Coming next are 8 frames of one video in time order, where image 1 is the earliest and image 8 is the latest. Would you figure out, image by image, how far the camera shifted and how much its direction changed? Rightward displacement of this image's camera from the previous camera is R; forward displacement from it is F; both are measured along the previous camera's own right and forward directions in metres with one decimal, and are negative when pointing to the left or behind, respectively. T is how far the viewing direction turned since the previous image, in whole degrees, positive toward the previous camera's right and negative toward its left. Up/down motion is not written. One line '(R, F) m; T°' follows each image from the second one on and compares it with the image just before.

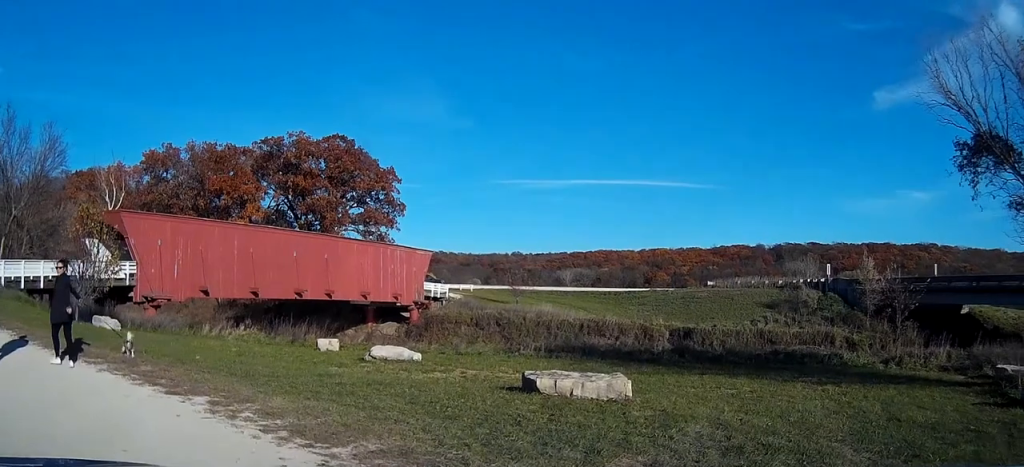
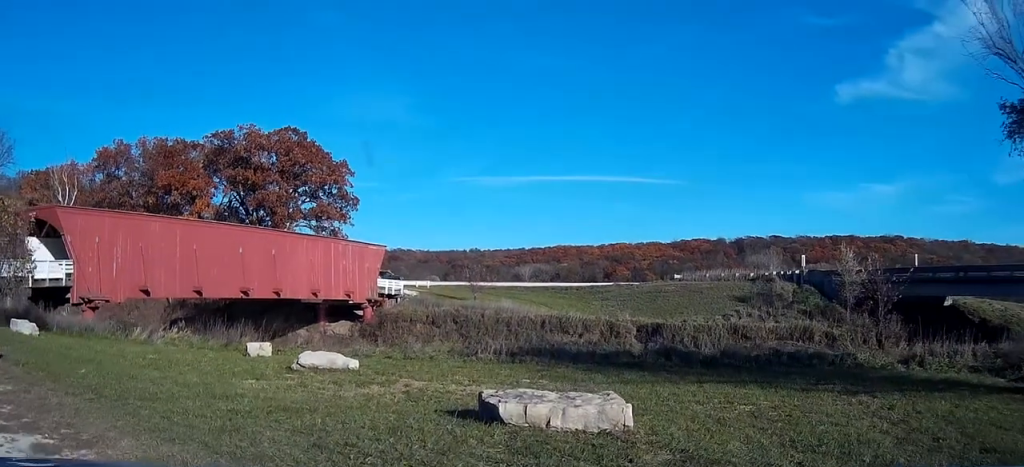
(0.0, +3.0) m; +3°
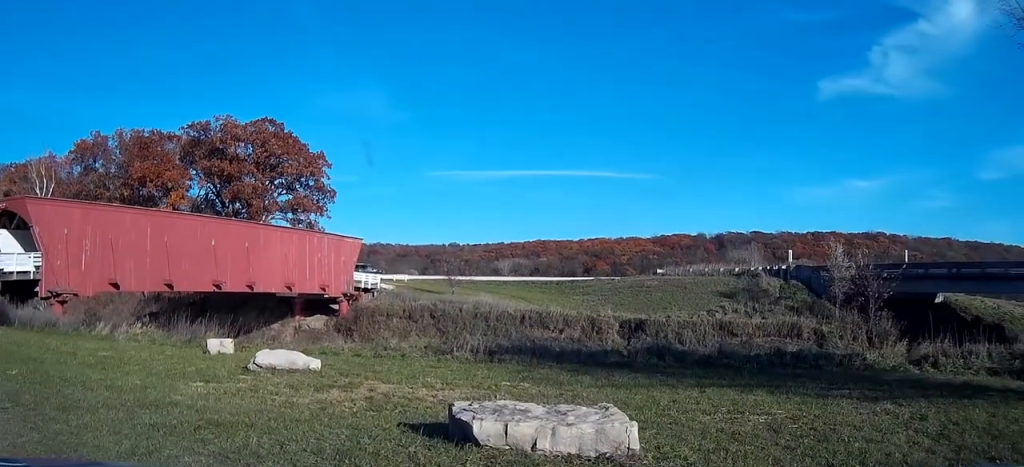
(+0.1, +1.3) m; +1°
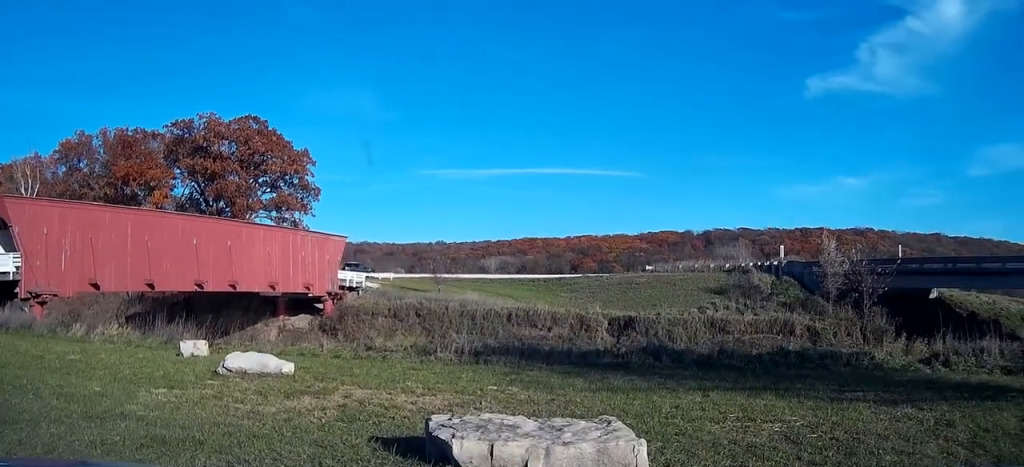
(+0.1, +1.0) m; 0°
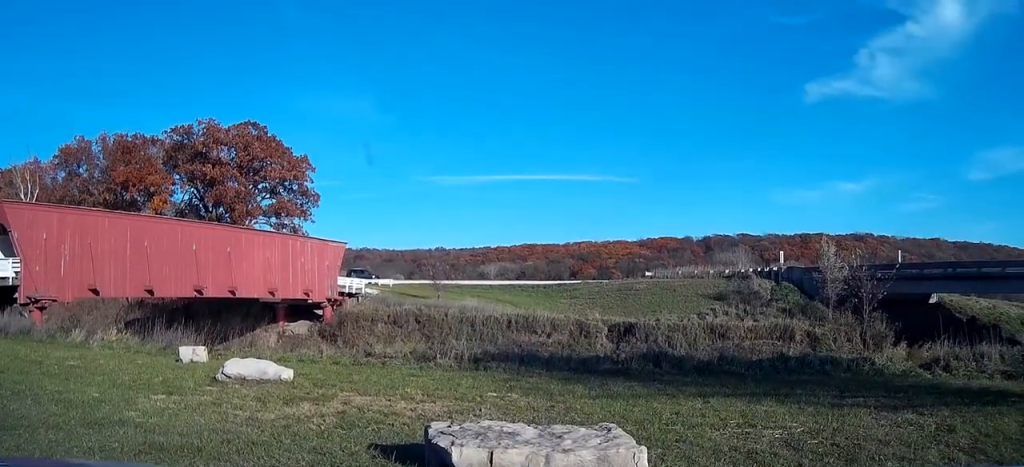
(0.0, +0.4) m; 0°
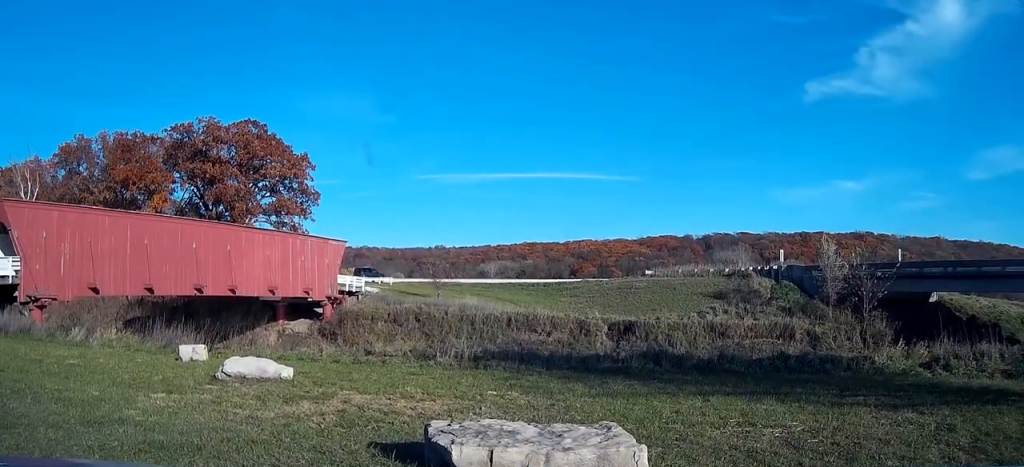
(0.0, +0.1) m; 0°
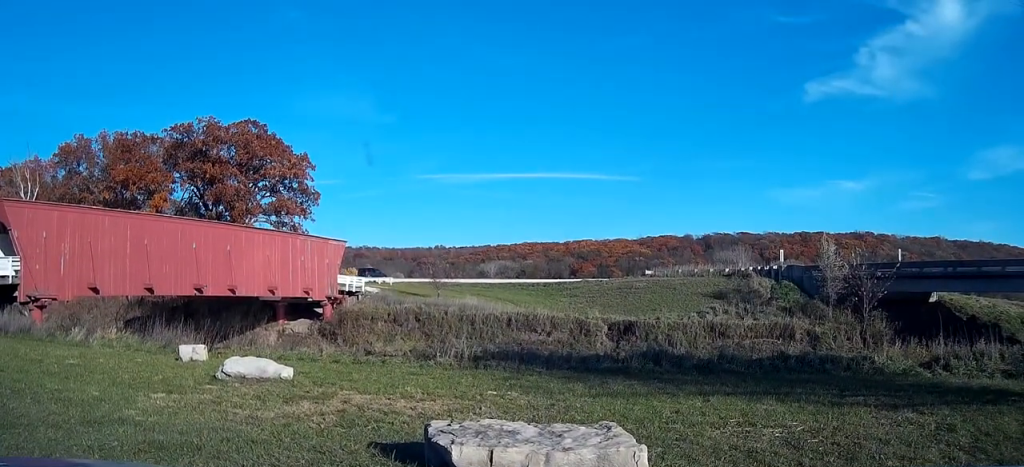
(+0.1, -0.1) m; 0°
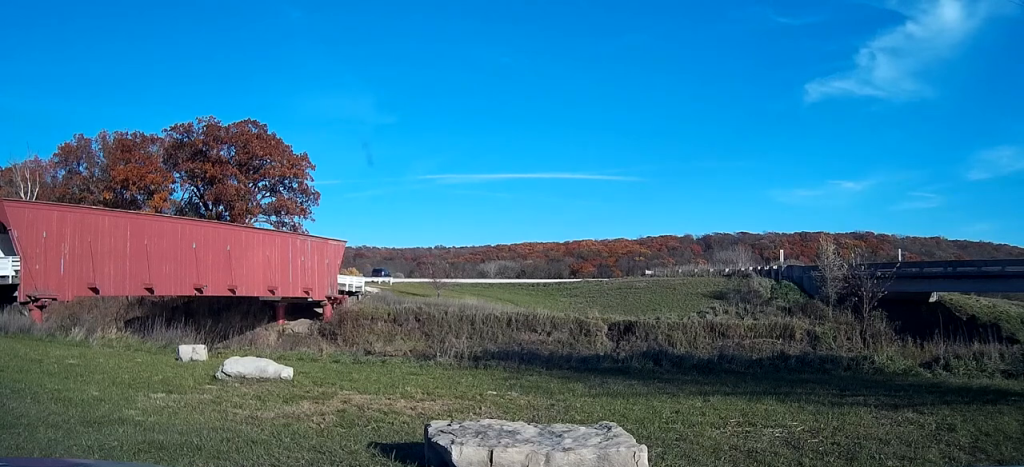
(+0.2, -0.1) m; 0°
